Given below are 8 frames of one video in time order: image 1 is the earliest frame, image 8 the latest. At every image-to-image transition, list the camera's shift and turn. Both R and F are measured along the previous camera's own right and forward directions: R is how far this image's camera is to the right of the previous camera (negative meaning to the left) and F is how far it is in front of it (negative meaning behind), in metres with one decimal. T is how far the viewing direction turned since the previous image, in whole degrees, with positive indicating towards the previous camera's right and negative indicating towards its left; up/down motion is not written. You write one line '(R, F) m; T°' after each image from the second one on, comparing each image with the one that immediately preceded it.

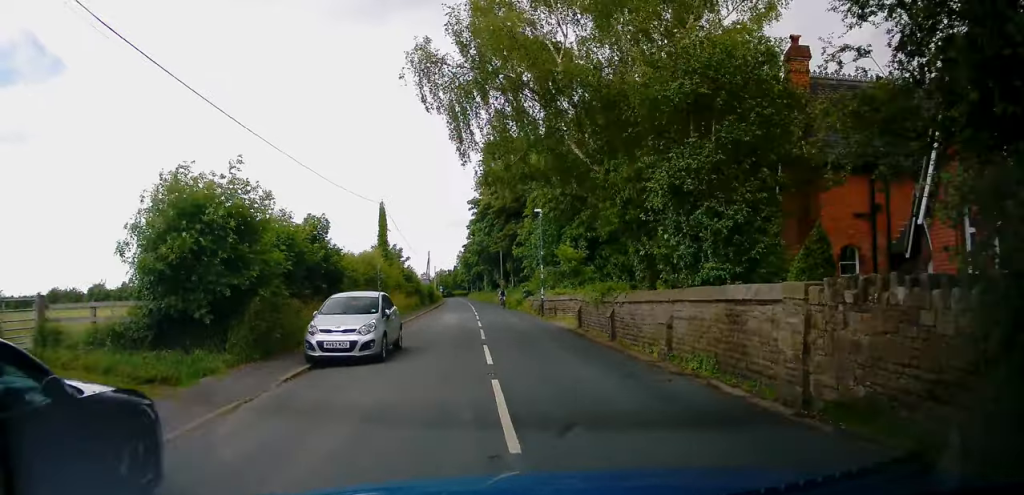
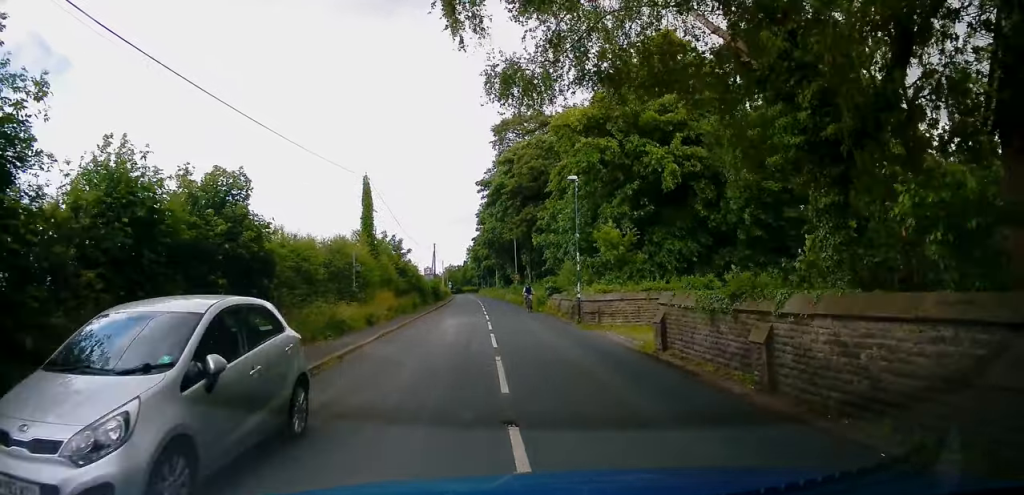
(0.0, +9.0) m; 0°
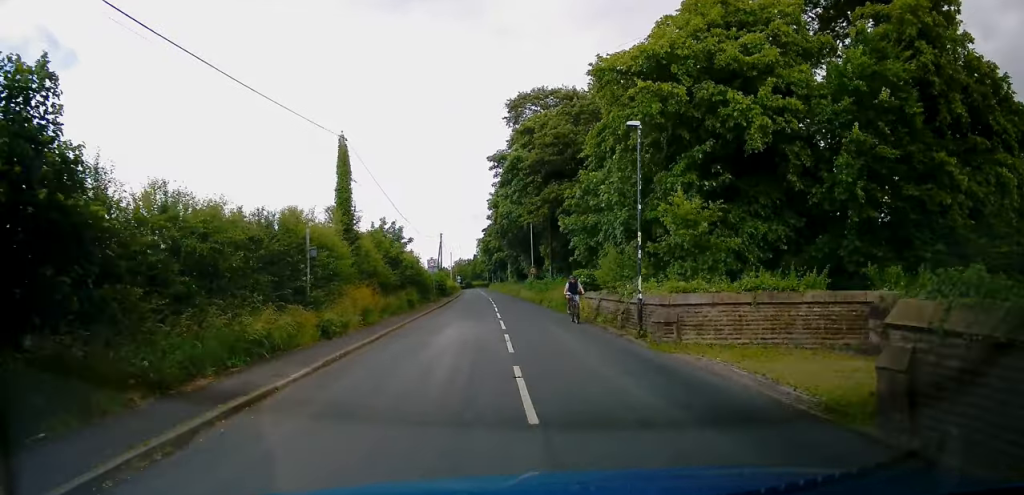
(0.0, +8.3) m; 0°
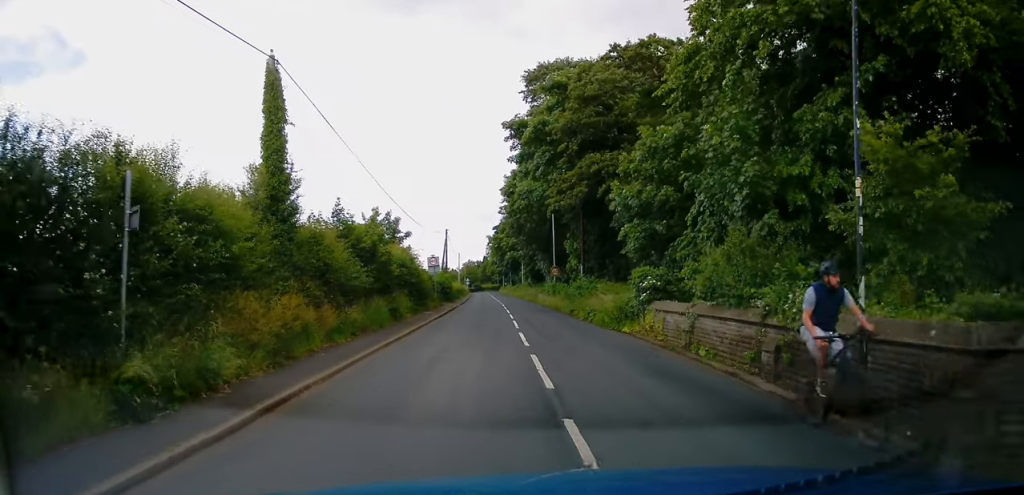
(0.0, +9.7) m; -2°
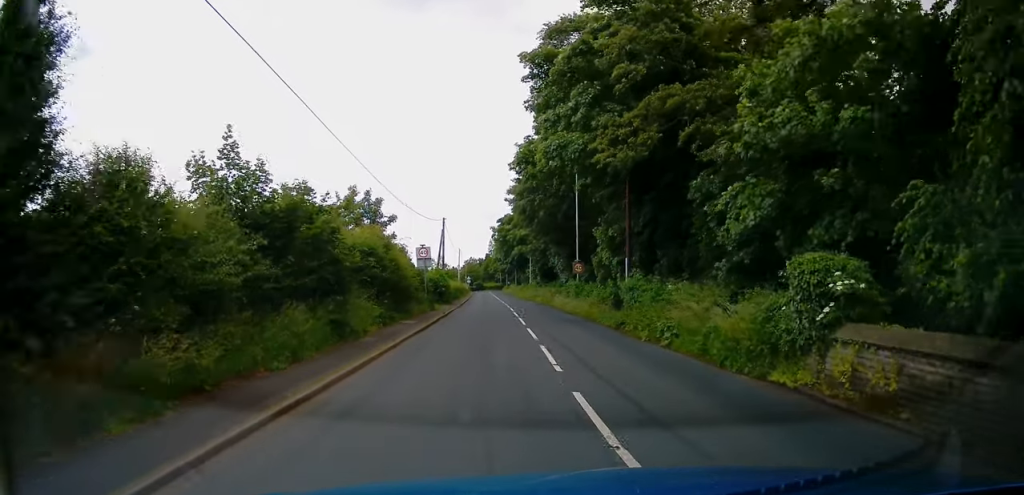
(-0.3, +9.8) m; -2°
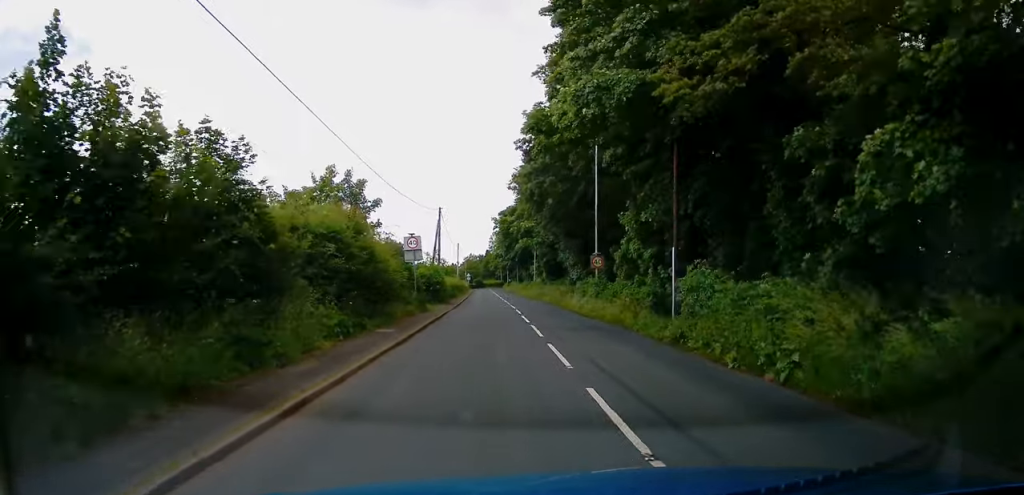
(-0.1, +6.1) m; -1°
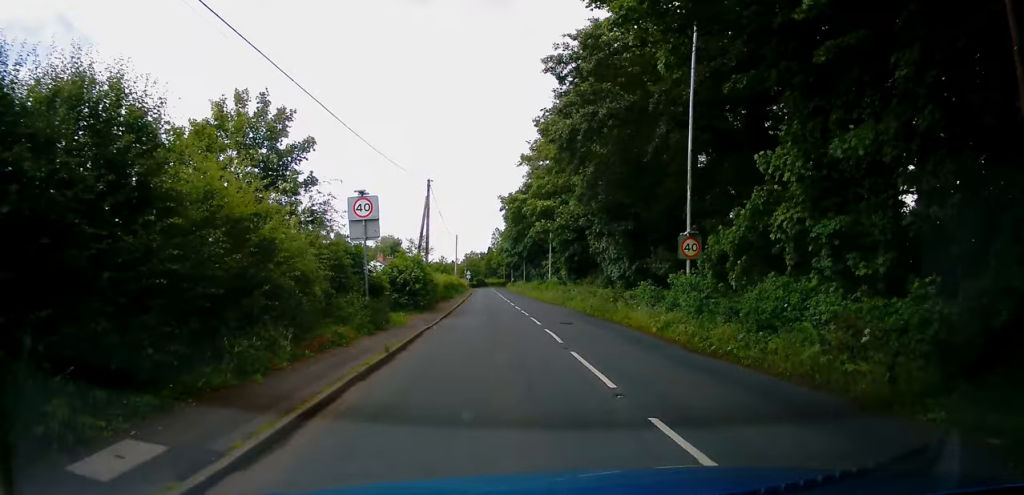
(+0.1, +13.5) m; +1°
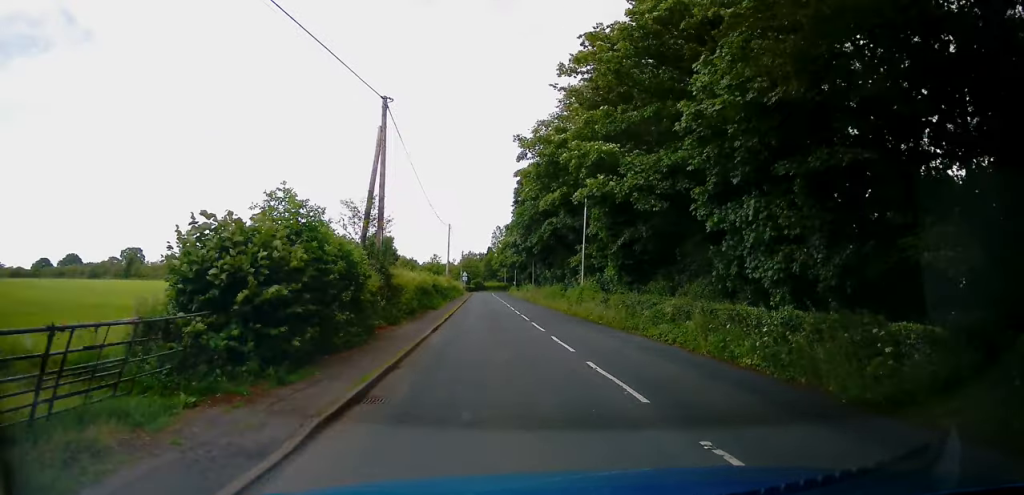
(+0.1, +19.0) m; +2°
